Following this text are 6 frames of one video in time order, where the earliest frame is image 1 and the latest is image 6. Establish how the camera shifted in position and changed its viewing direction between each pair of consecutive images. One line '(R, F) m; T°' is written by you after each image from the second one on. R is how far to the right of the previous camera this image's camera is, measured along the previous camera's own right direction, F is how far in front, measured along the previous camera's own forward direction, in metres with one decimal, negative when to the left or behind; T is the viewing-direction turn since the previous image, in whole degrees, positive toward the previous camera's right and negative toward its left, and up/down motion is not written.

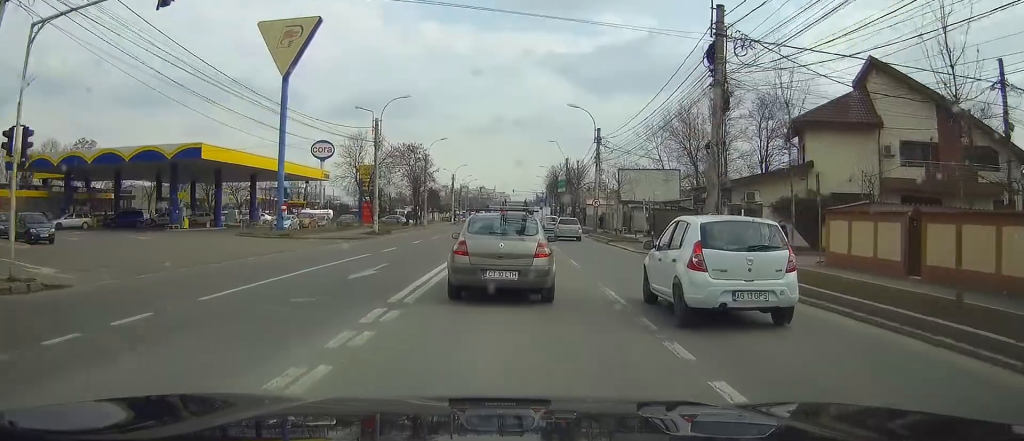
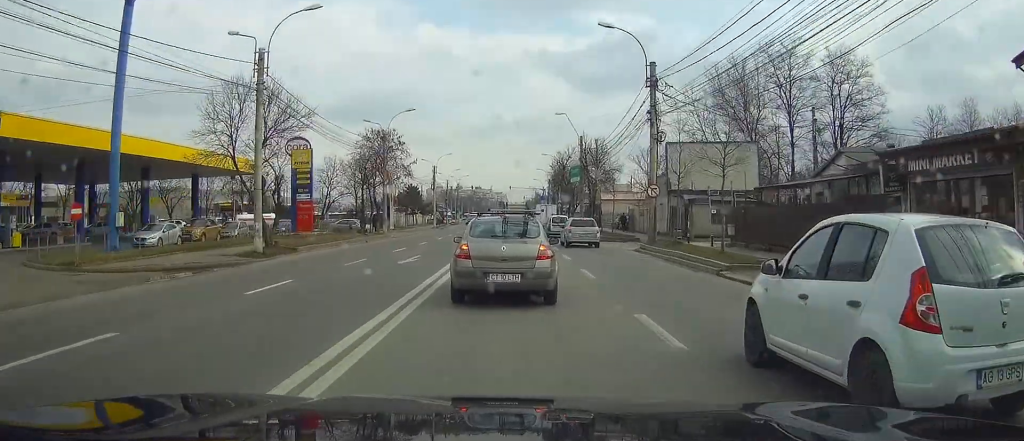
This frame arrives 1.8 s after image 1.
(+0.2, +23.6) m; +1°
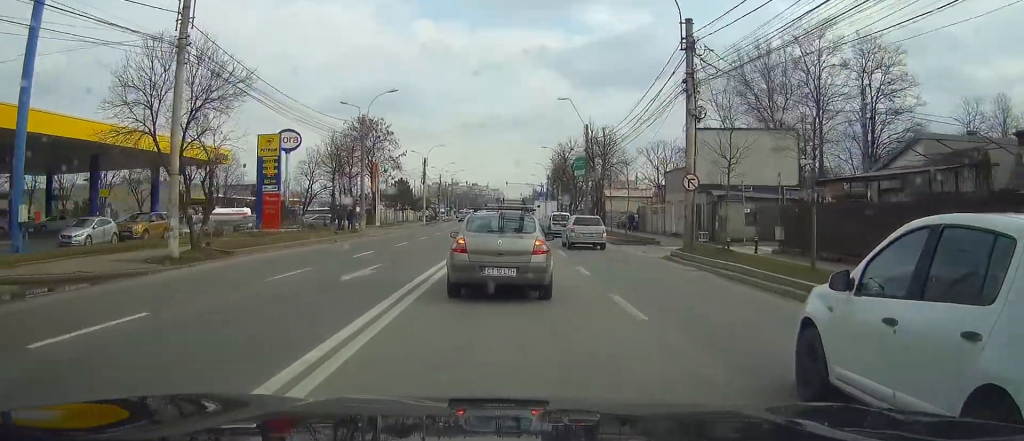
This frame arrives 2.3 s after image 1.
(0.0, +7.0) m; 0°
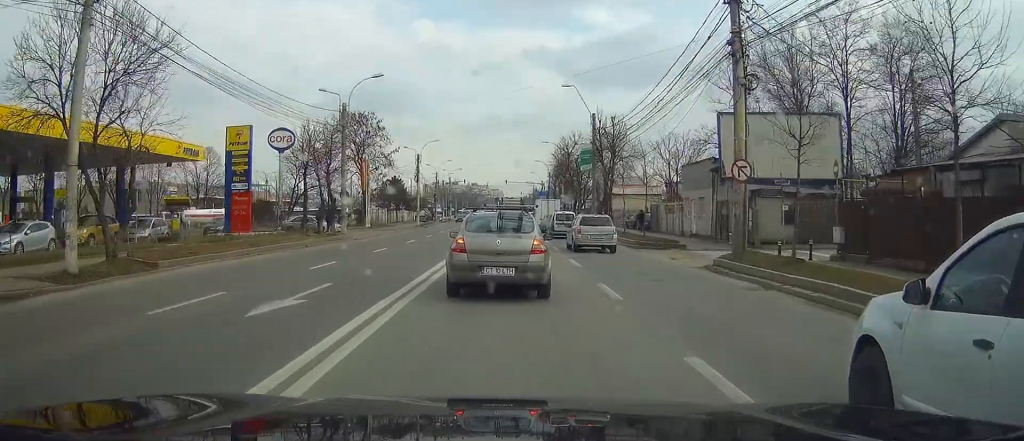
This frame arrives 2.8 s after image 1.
(0.0, +5.7) m; 0°
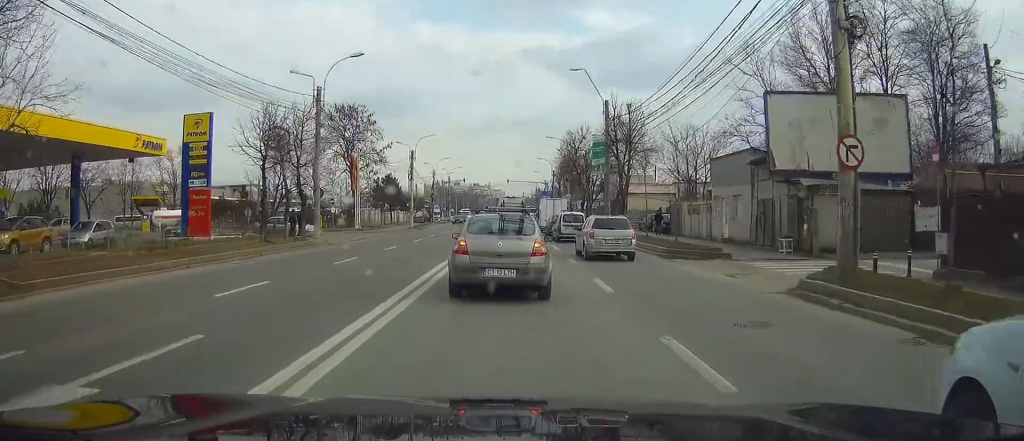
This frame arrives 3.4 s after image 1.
(0.0, +6.1) m; 0°
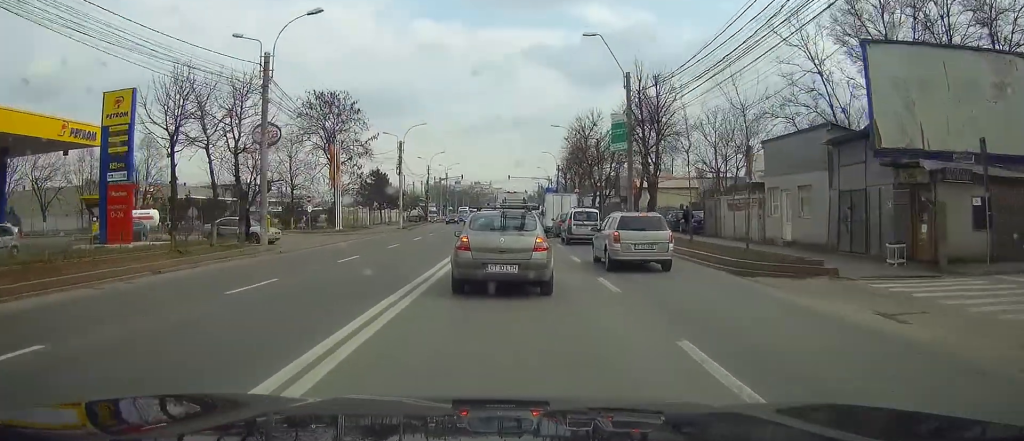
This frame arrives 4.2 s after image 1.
(0.0, +8.4) m; 0°
